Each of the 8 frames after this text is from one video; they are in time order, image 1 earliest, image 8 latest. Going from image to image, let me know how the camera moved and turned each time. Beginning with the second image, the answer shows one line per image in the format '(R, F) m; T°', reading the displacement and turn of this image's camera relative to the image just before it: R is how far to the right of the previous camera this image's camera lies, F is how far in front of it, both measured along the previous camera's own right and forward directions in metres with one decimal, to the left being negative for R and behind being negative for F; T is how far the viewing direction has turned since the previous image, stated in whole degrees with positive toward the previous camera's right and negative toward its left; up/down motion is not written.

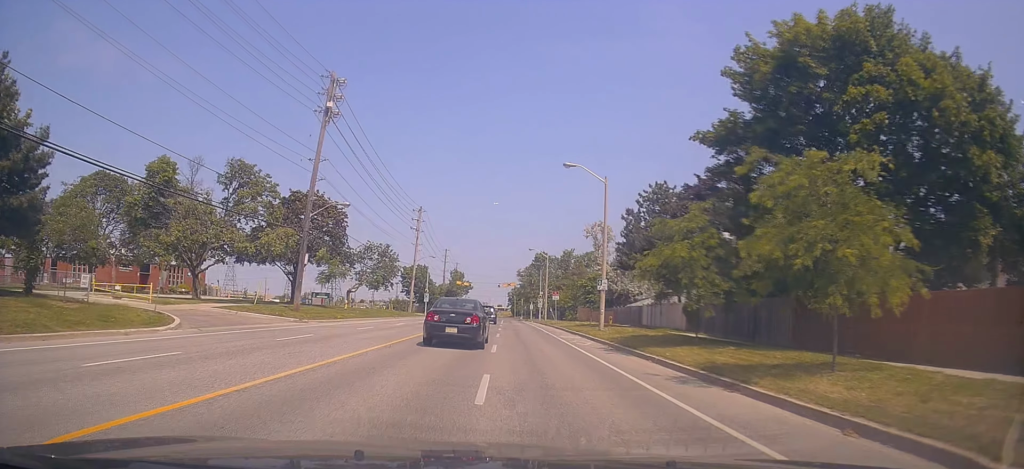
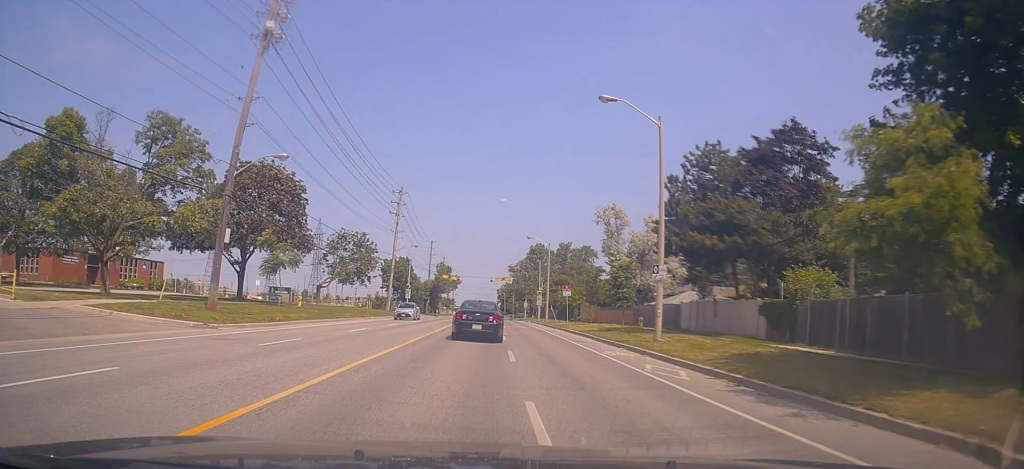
(0.0, +10.9) m; +2°
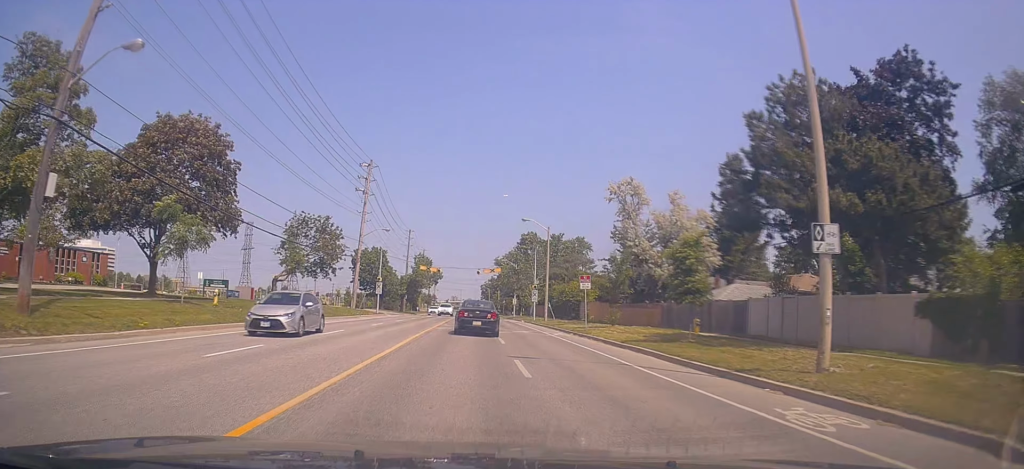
(+0.4, +11.7) m; +3°
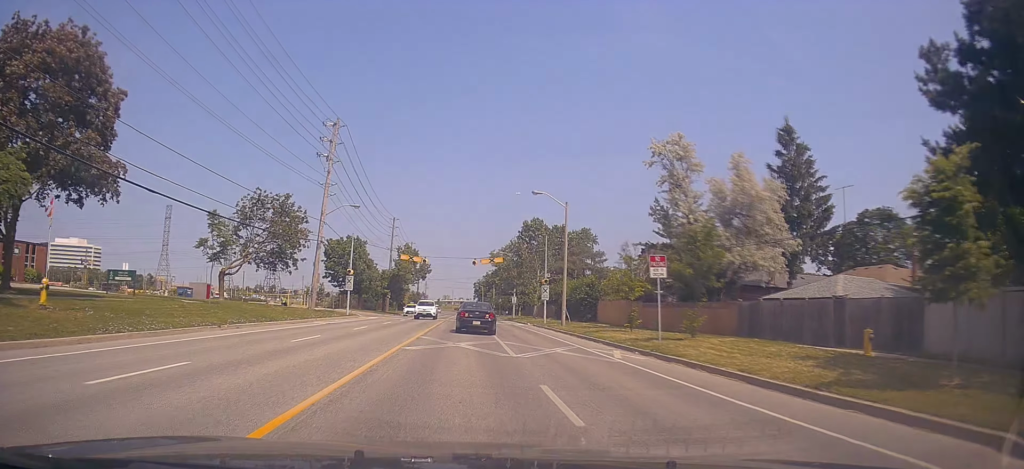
(+0.2, +12.5) m; +1°
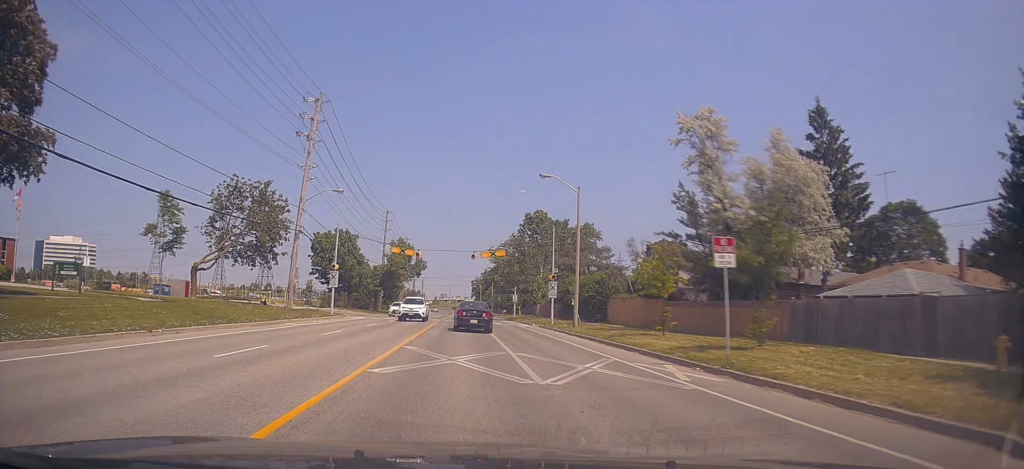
(0.0, +5.1) m; 0°
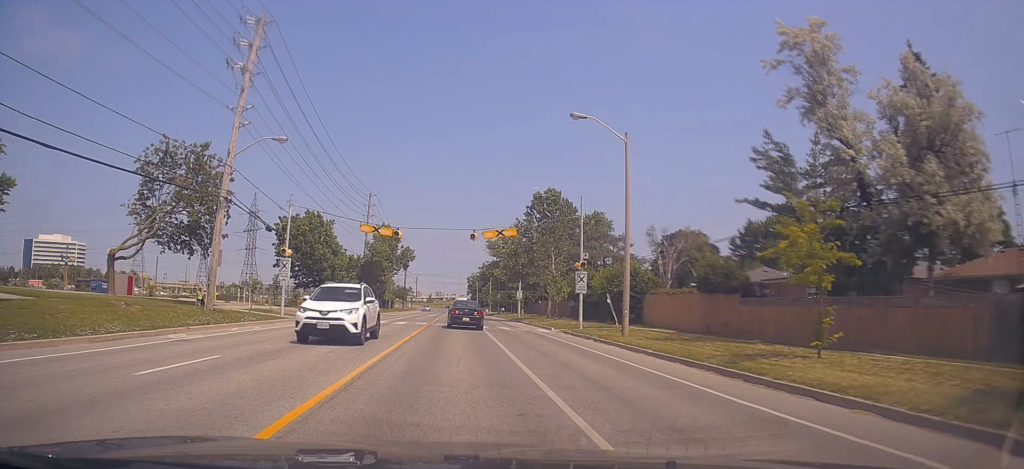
(-0.1, +11.5) m; 0°
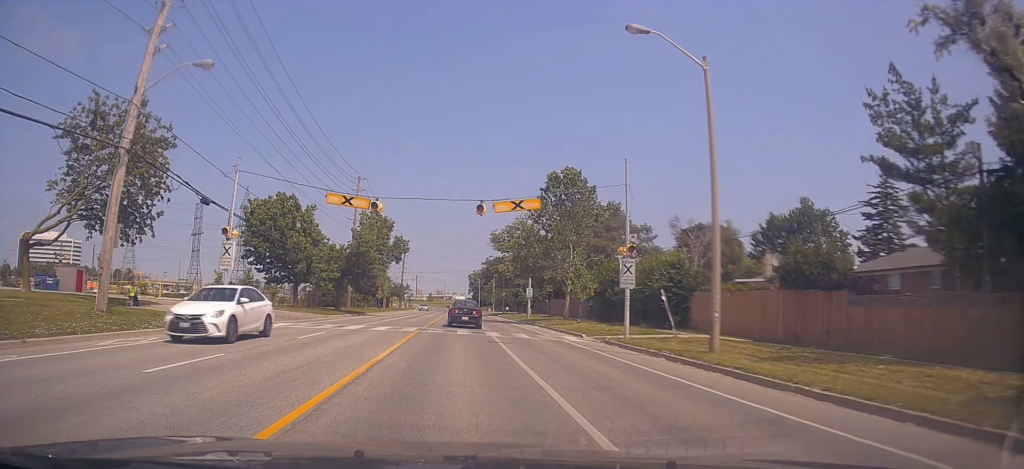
(+0.1, +8.9) m; 0°
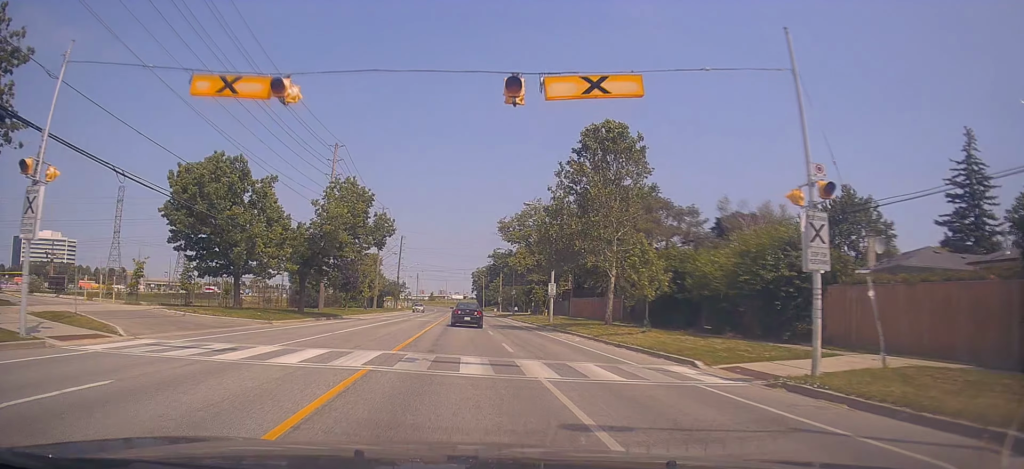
(0.0, +12.9) m; 0°
